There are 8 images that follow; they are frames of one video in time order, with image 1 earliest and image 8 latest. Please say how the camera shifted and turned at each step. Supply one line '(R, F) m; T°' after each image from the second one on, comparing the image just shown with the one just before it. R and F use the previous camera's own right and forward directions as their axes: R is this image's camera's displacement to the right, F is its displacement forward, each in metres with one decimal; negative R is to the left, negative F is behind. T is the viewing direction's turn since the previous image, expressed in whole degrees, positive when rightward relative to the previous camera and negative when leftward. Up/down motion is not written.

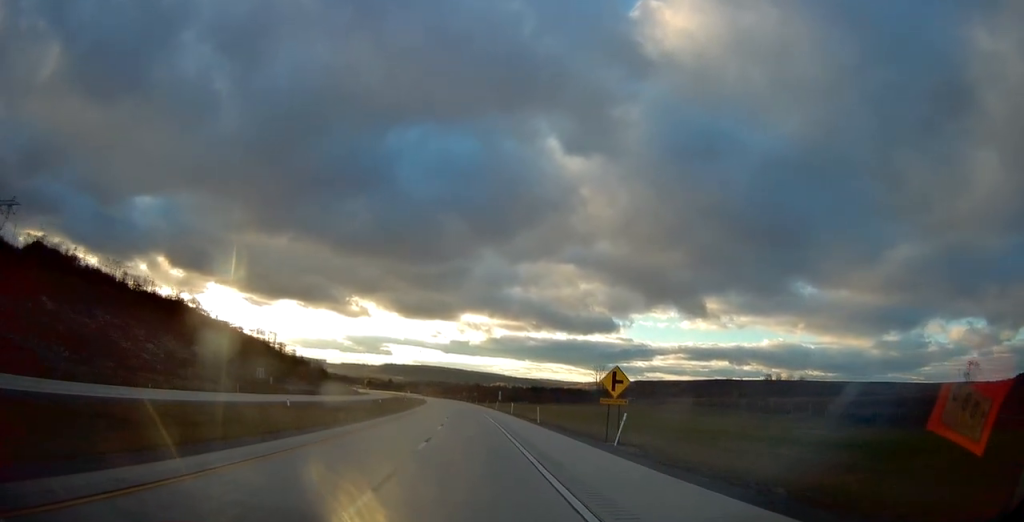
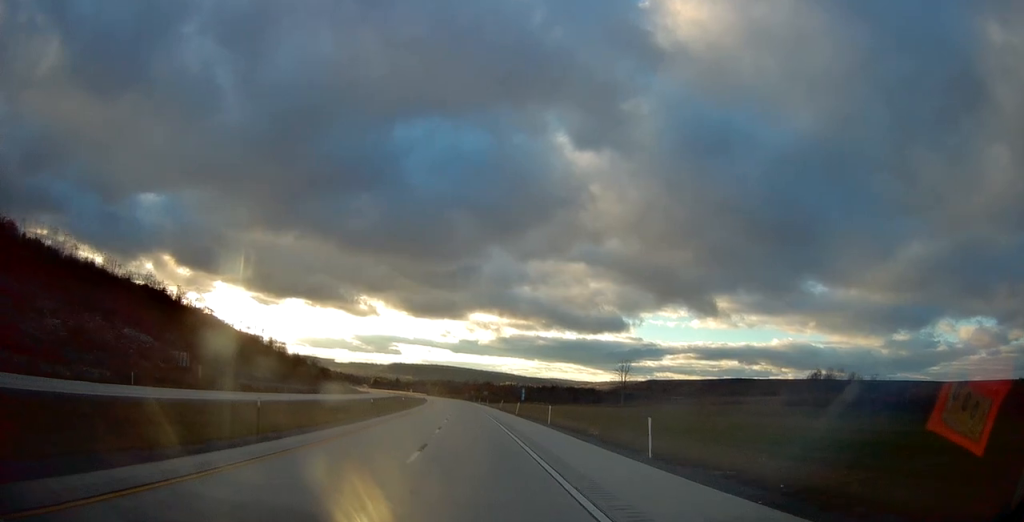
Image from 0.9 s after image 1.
(-0.4, +28.5) m; -1°
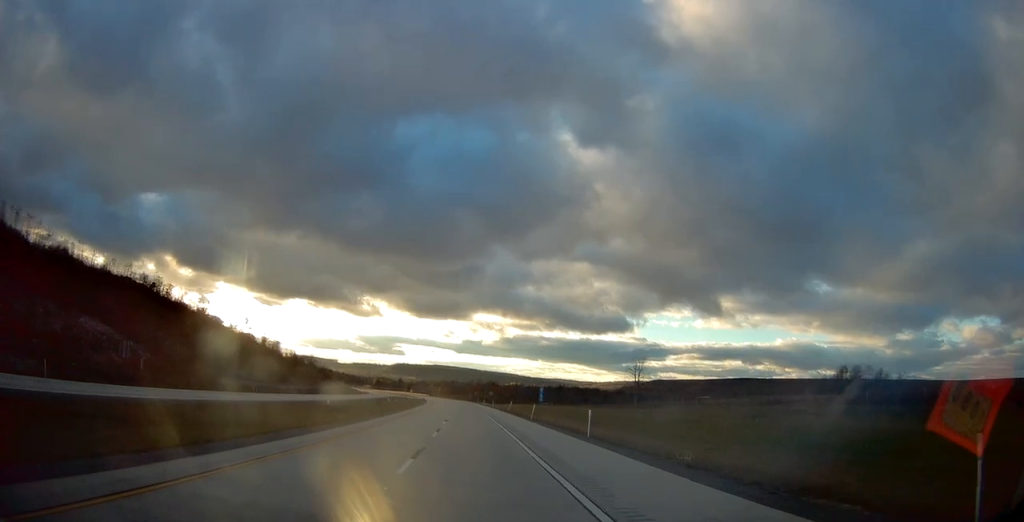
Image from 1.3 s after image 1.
(0.0, +13.8) m; 0°
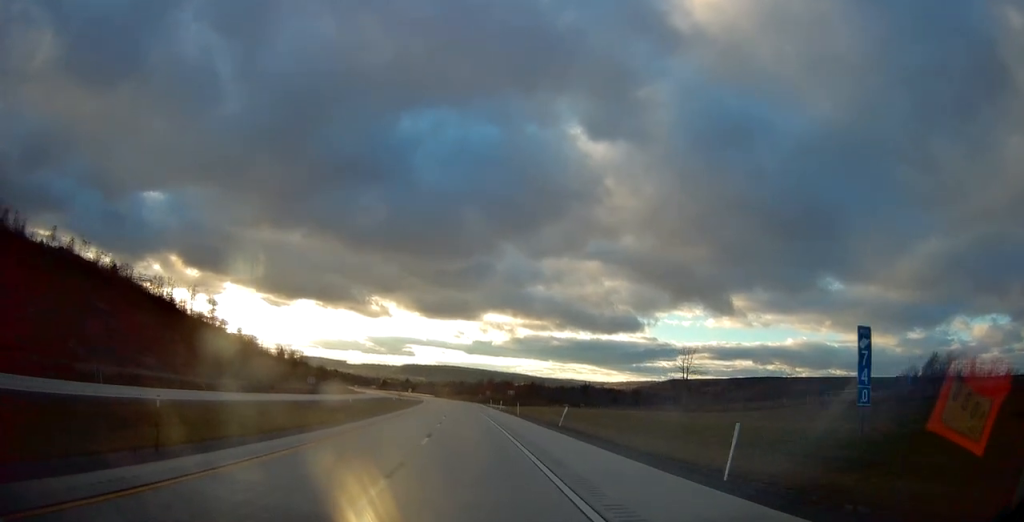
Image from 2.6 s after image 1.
(-0.2, +40.4) m; -1°
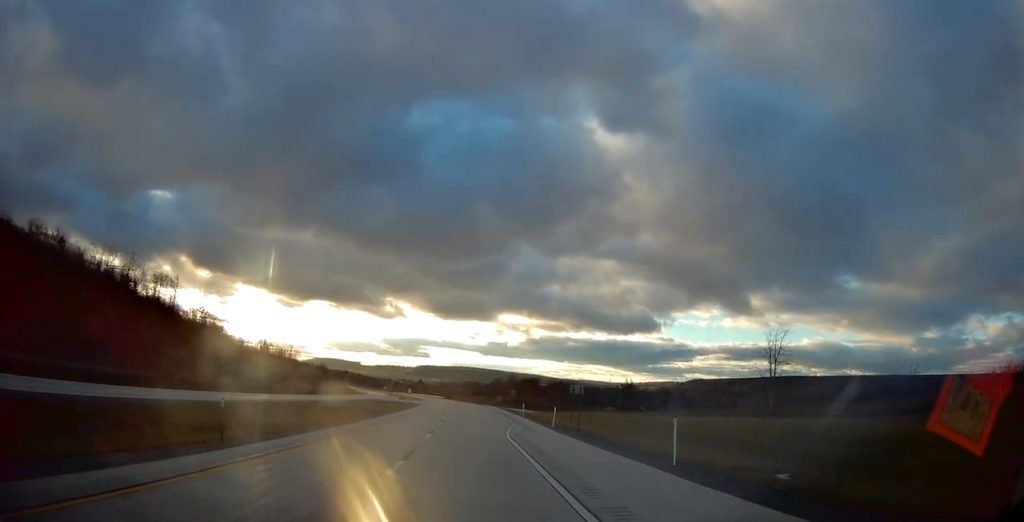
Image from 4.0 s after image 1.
(-0.8, +45.3) m; -2°
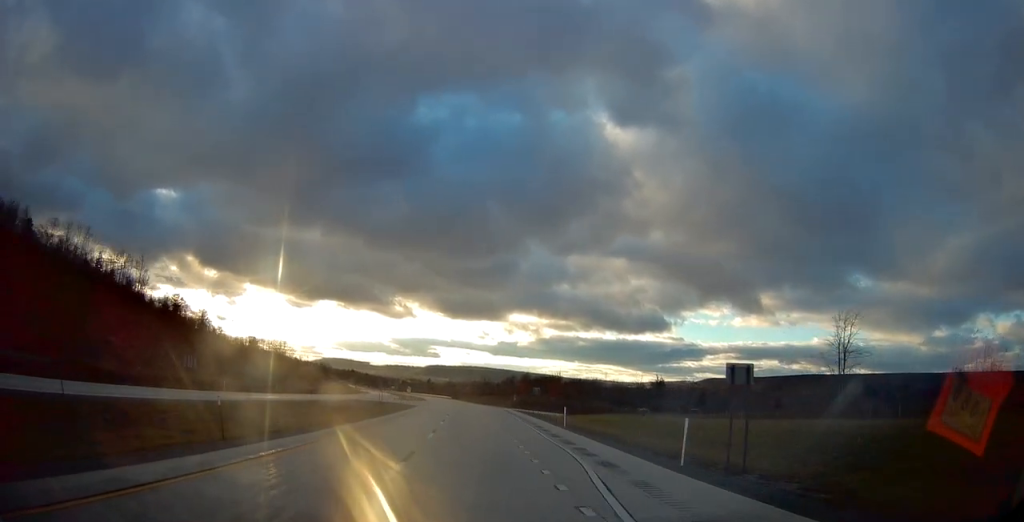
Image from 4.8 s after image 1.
(-0.1, +24.2) m; -1°
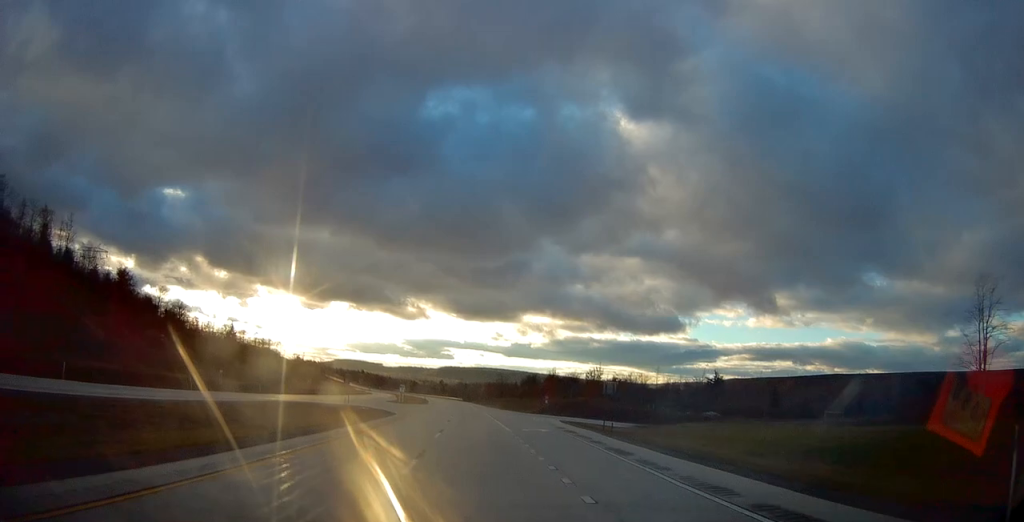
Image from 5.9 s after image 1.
(-0.4, +35.4) m; -1°
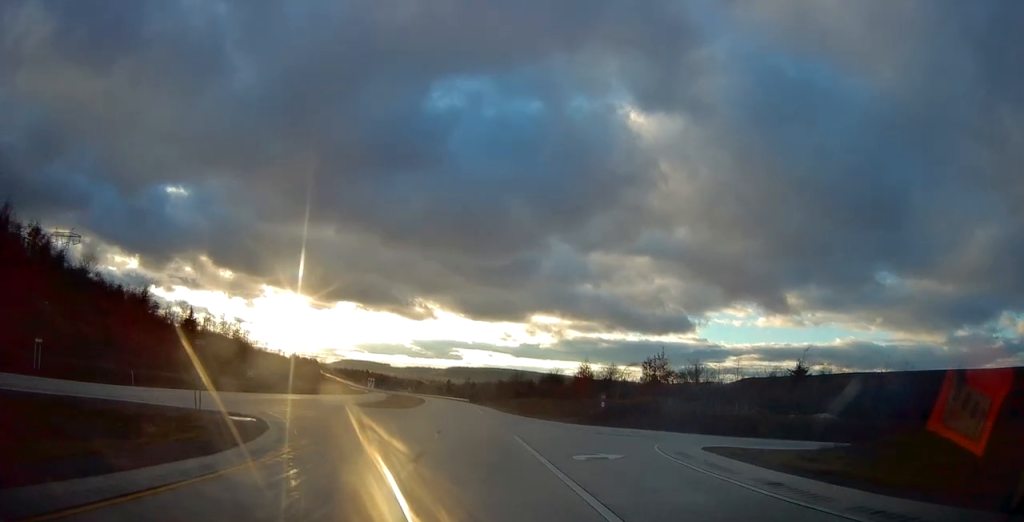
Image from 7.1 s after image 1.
(-0.3, +37.1) m; -1°
